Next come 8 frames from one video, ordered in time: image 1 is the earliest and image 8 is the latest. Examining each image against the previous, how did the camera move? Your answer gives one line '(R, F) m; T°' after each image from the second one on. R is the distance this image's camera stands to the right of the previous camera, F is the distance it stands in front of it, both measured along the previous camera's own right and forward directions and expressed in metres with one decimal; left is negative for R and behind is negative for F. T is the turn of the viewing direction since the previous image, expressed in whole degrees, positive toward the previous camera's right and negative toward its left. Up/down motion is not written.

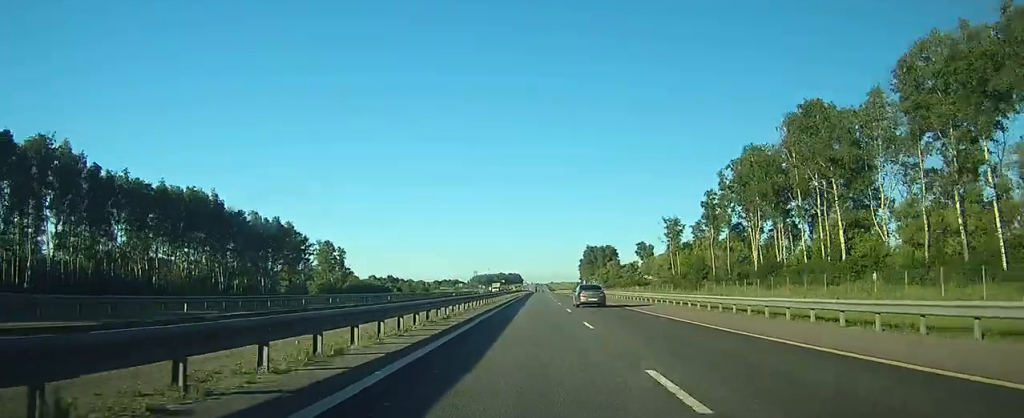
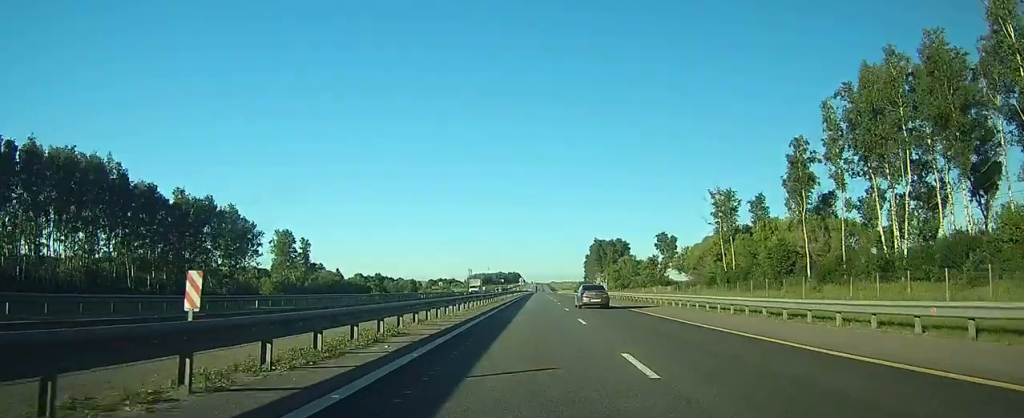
(+0.1, +33.7) m; 0°
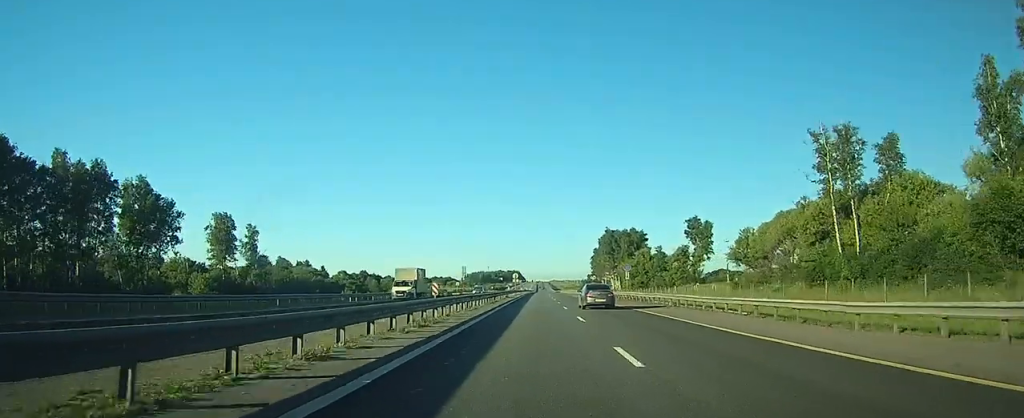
(-0.1, +34.9) m; 0°
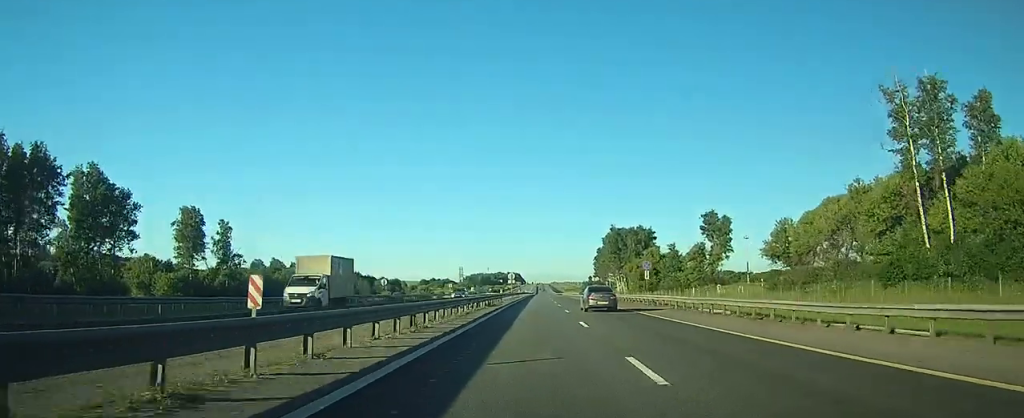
(0.0, +13.5) m; 0°
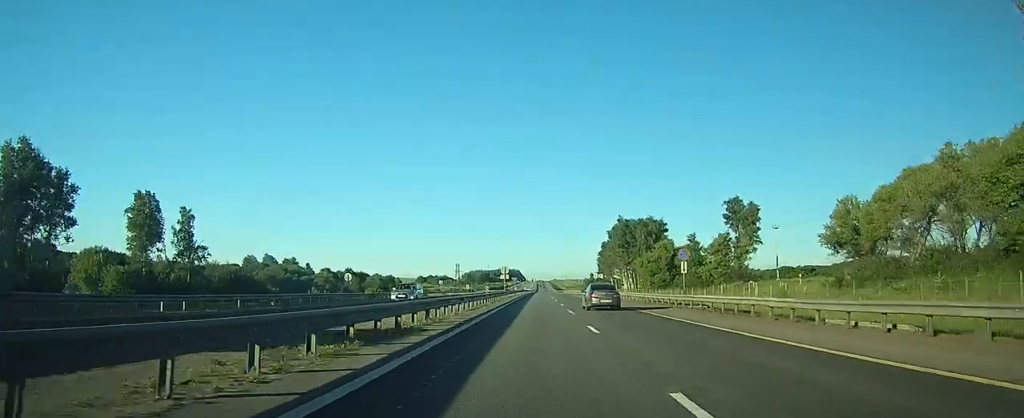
(0.0, +15.8) m; 0°
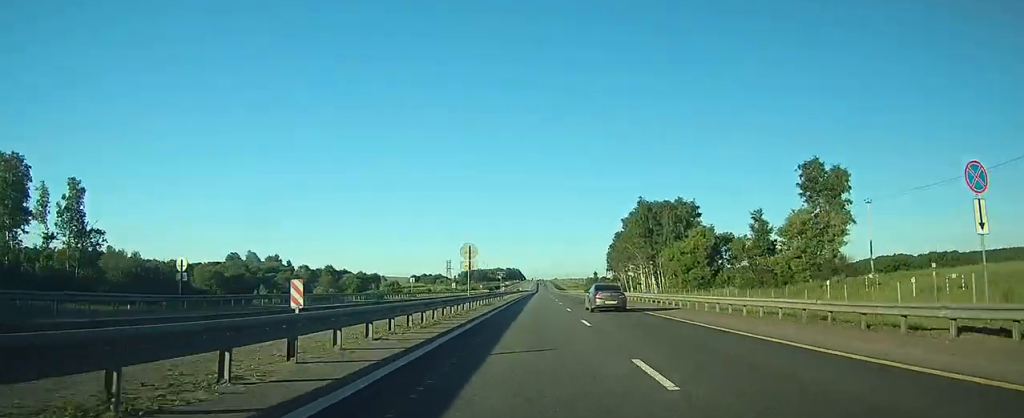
(-0.1, +32.8) m; 0°
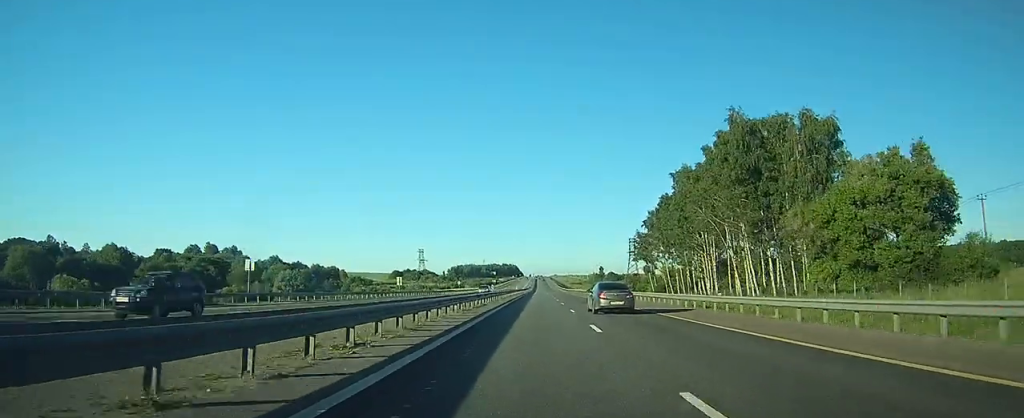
(-0.1, +63.3) m; 0°
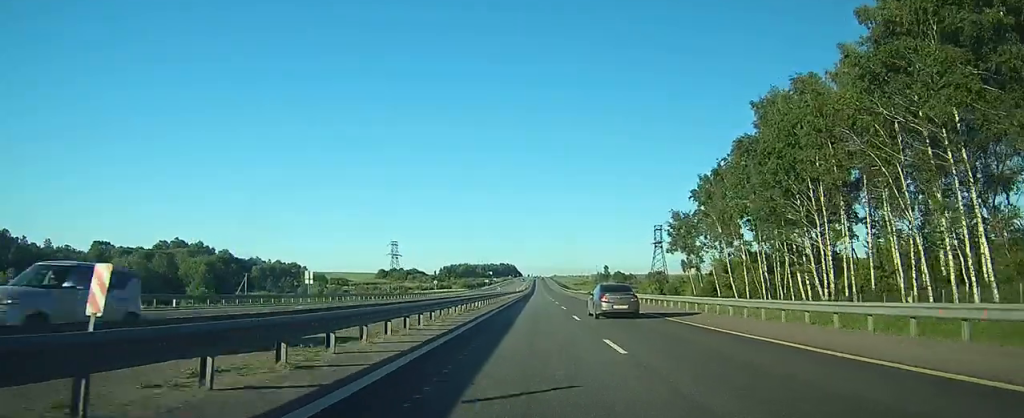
(+0.1, +40.6) m; 0°
